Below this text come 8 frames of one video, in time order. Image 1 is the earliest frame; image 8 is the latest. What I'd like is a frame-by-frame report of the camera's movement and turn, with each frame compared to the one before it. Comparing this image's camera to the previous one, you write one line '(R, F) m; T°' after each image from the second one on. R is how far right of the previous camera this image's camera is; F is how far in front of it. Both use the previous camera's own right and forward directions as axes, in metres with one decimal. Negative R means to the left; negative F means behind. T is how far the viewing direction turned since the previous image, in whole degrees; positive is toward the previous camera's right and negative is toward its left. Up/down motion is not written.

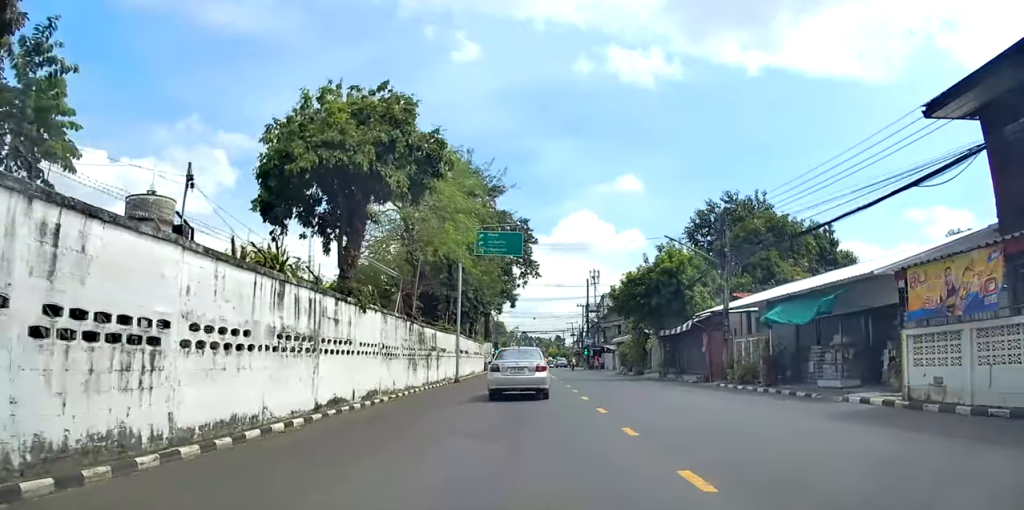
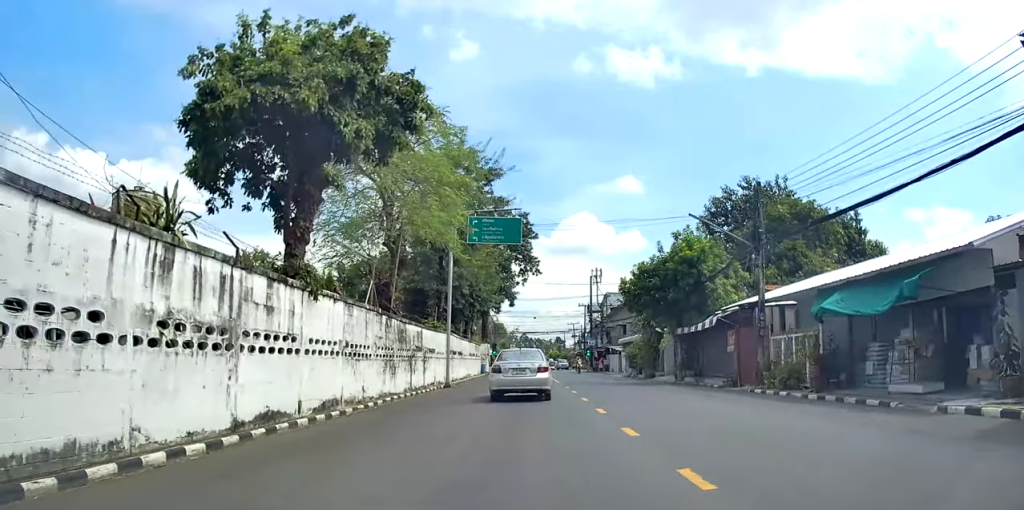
(-0.1, +4.2) m; -1°
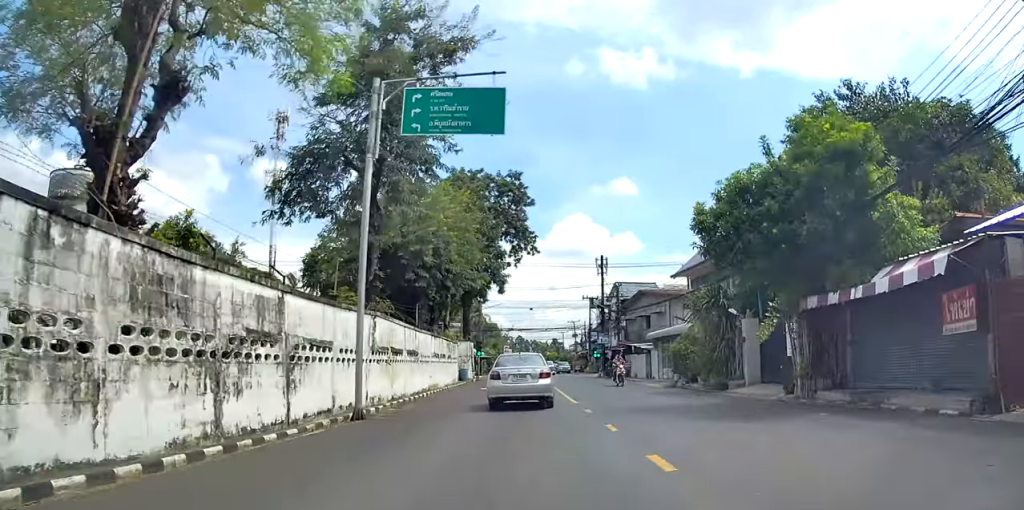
(-0.1, +15.9) m; 0°
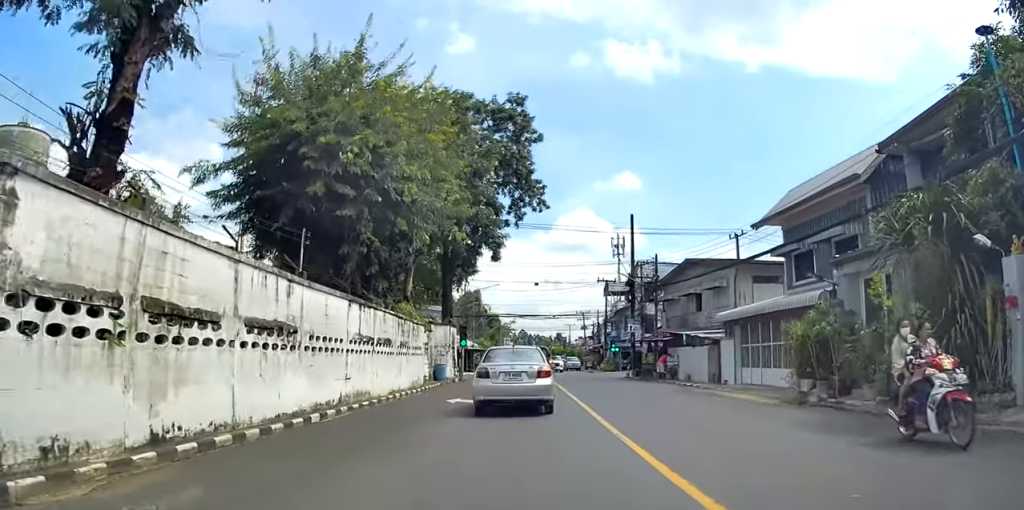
(+0.1, +13.9) m; -1°
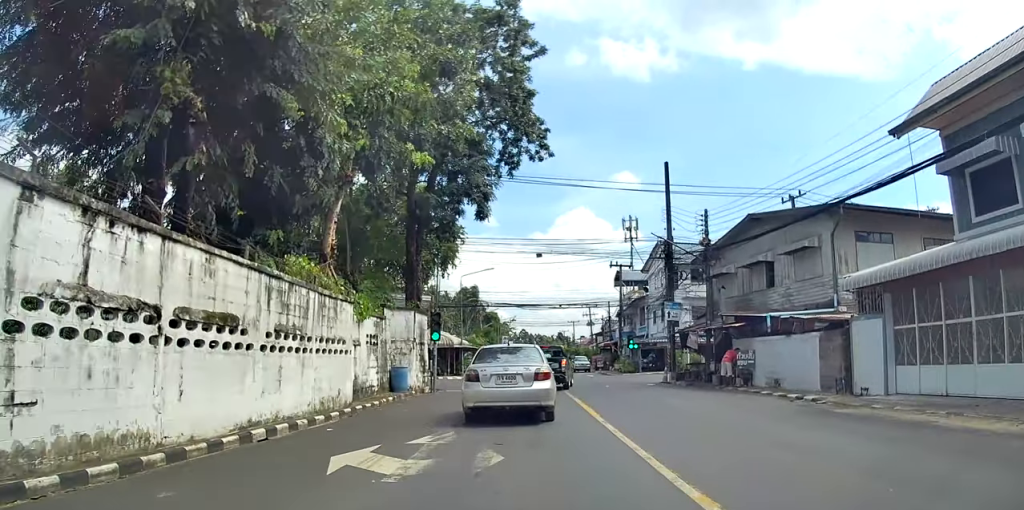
(-0.7, +11.4) m; -7°
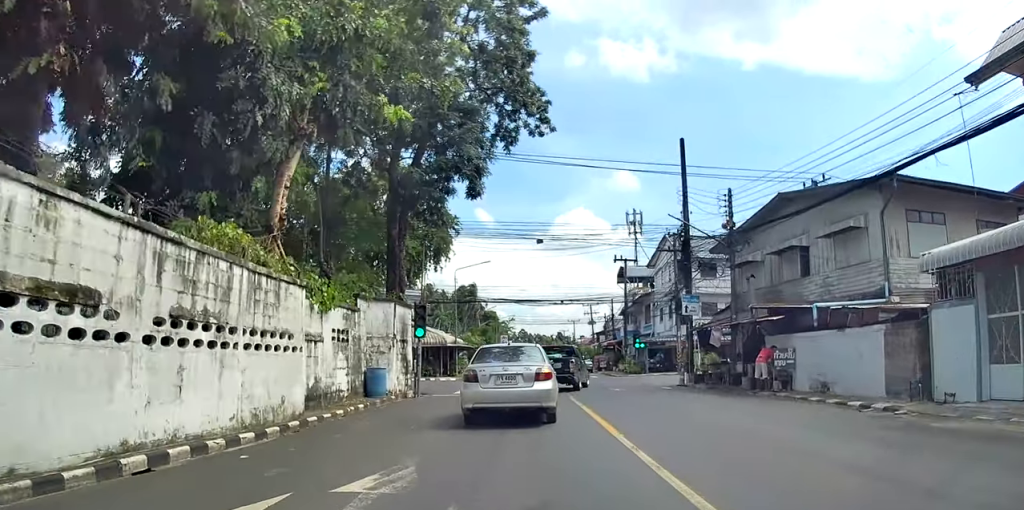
(-0.1, +3.5) m; +1°
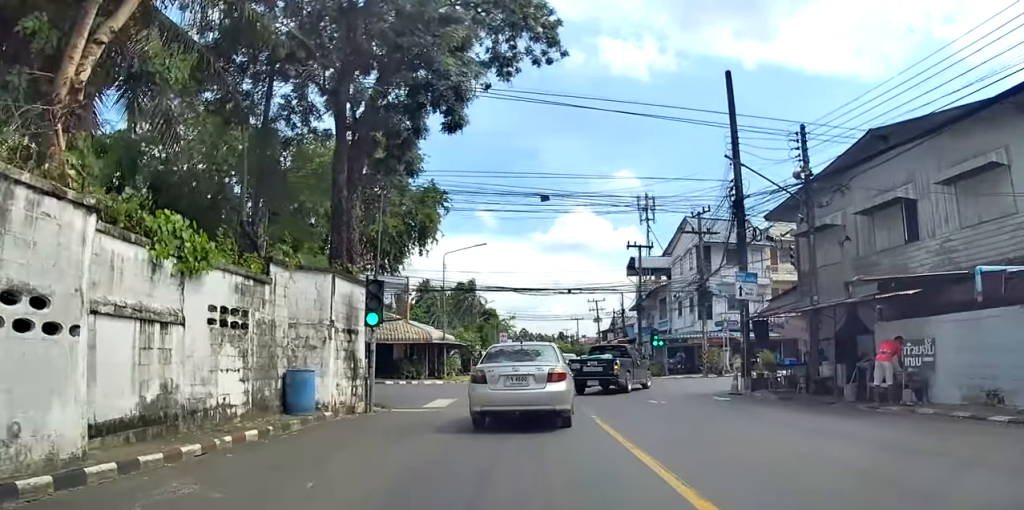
(+0.2, +6.7) m; +5°
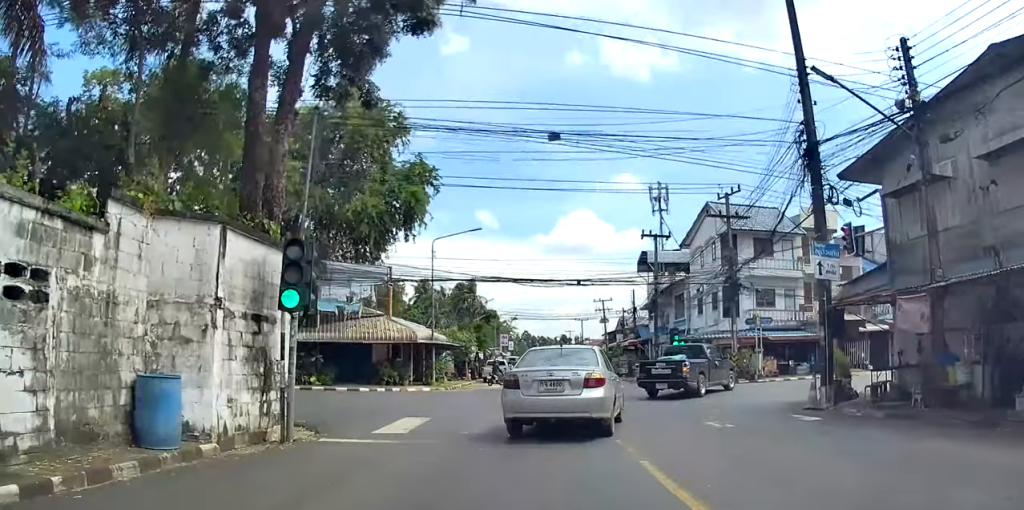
(+0.4, +5.4) m; +2°
